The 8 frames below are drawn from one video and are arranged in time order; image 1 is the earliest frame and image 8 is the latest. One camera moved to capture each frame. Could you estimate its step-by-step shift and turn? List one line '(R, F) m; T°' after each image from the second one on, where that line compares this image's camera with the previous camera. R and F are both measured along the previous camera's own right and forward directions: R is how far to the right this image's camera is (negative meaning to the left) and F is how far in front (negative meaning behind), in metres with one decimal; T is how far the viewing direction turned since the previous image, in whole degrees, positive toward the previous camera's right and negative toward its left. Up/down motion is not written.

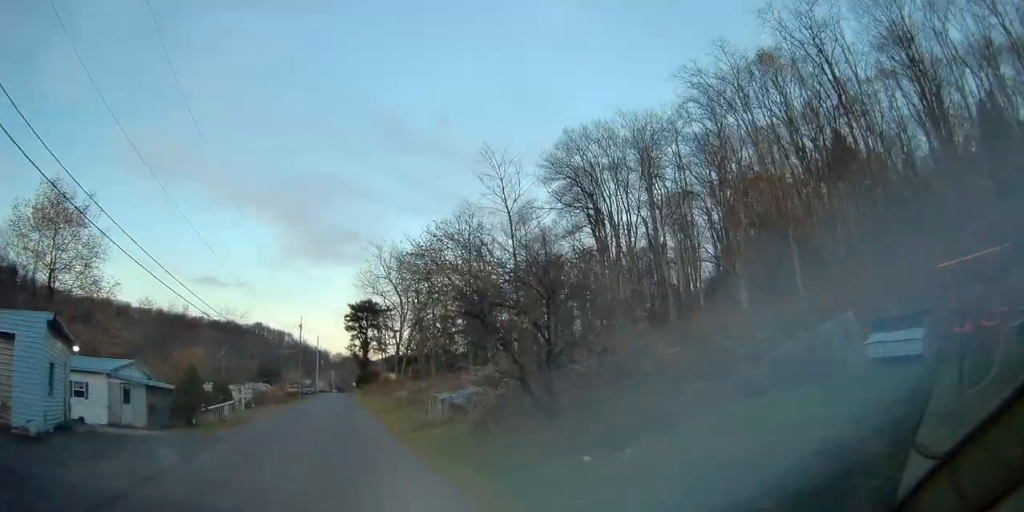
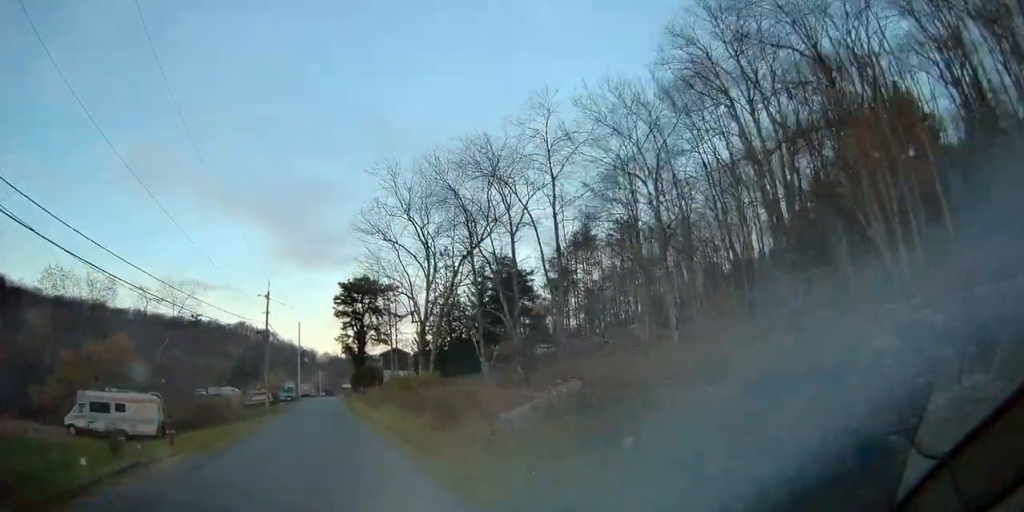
(+0.8, +25.3) m; +3°
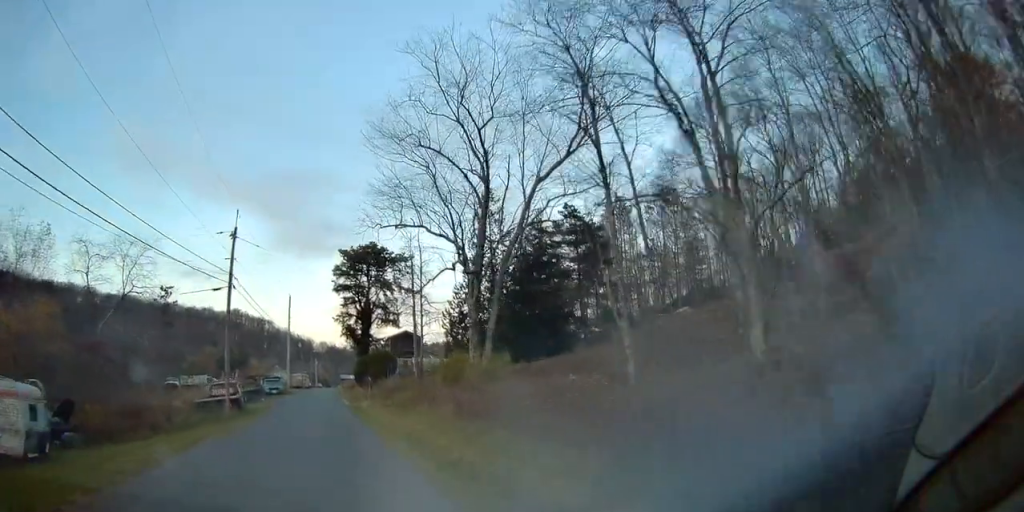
(0.0, +15.5) m; 0°
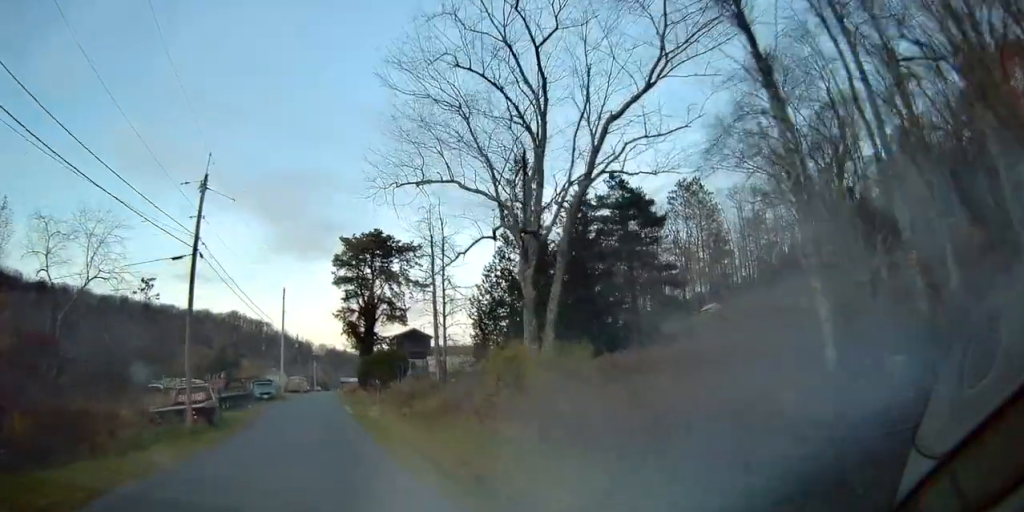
(-0.1, +7.6) m; +1°
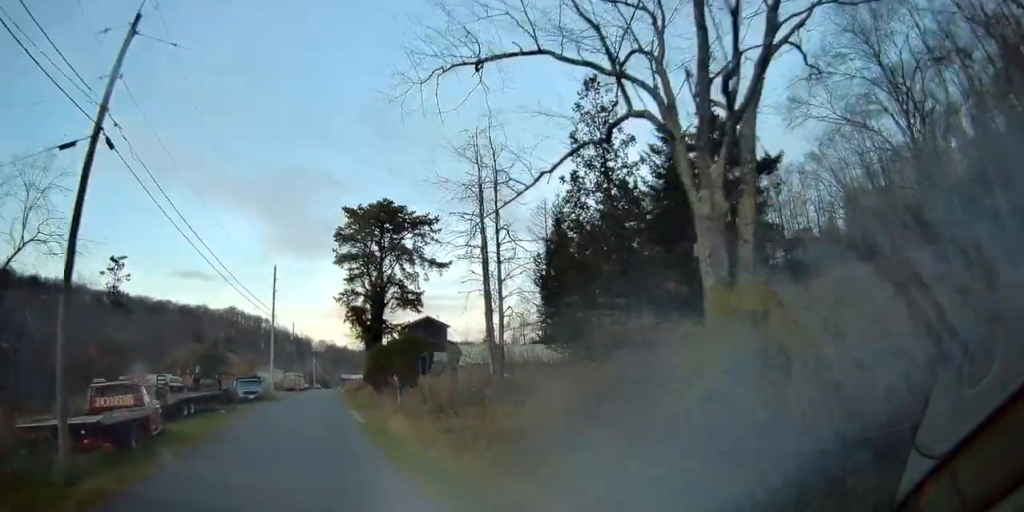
(+0.1, +10.0) m; 0°
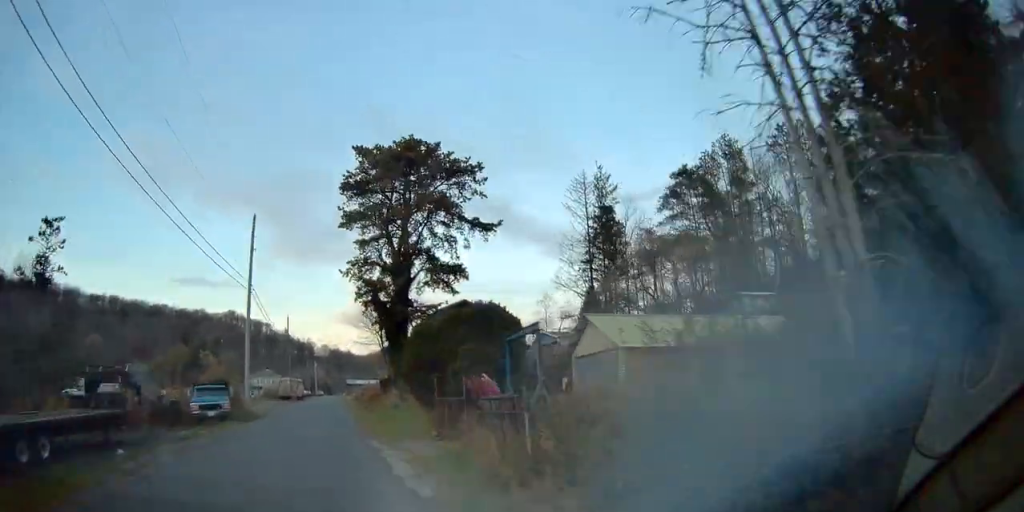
(-0.1, +15.6) m; -2°
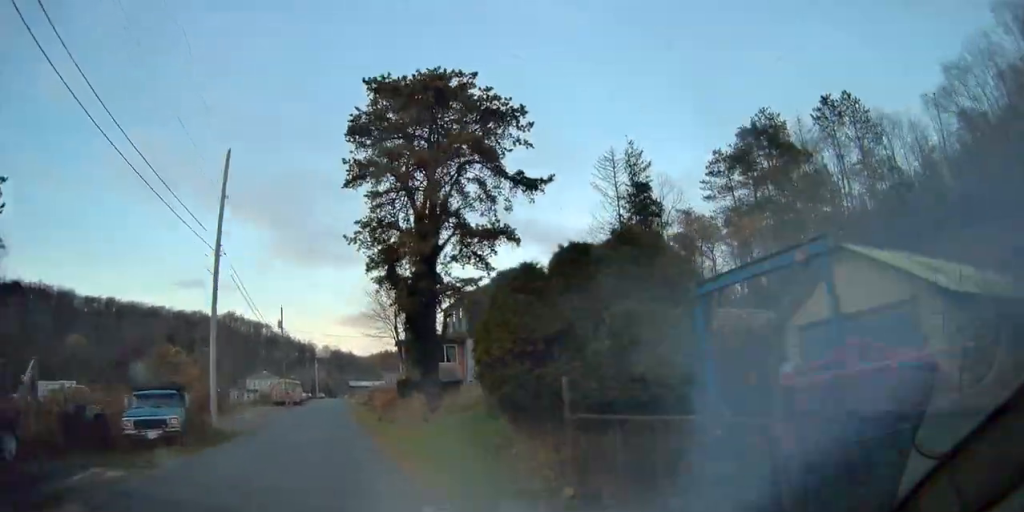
(-0.1, +9.6) m; 0°
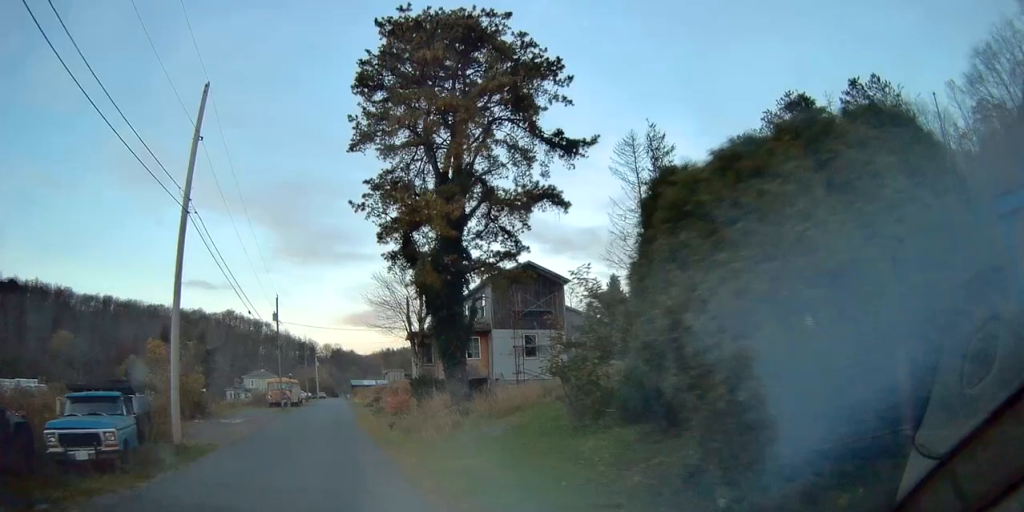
(0.0, +5.6) m; +1°
